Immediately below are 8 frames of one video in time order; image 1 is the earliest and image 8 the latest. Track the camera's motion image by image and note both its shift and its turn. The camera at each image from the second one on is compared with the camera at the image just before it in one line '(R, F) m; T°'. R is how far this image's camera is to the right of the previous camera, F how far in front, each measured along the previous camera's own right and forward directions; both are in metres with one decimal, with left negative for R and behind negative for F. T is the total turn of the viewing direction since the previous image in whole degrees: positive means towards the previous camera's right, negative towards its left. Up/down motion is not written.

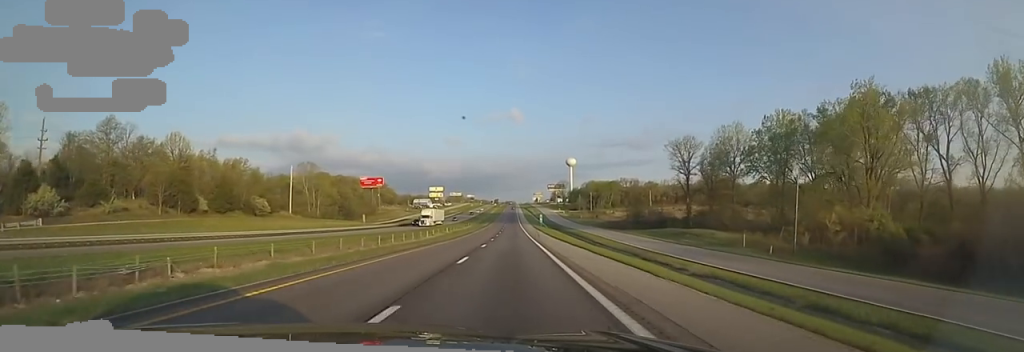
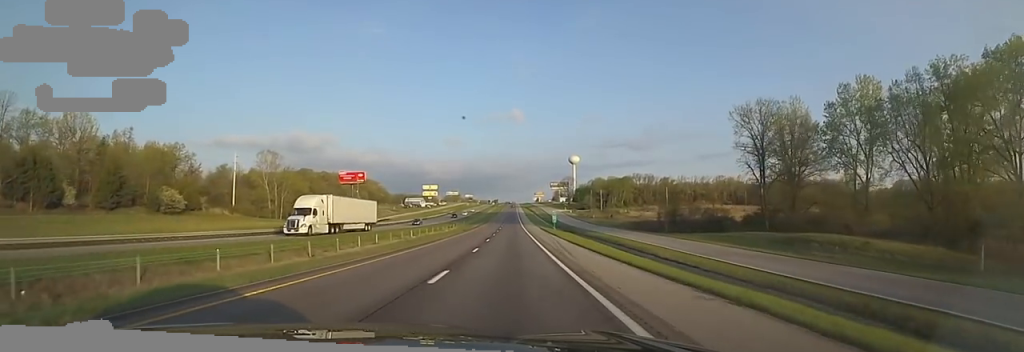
(0.0, +30.9) m; -1°
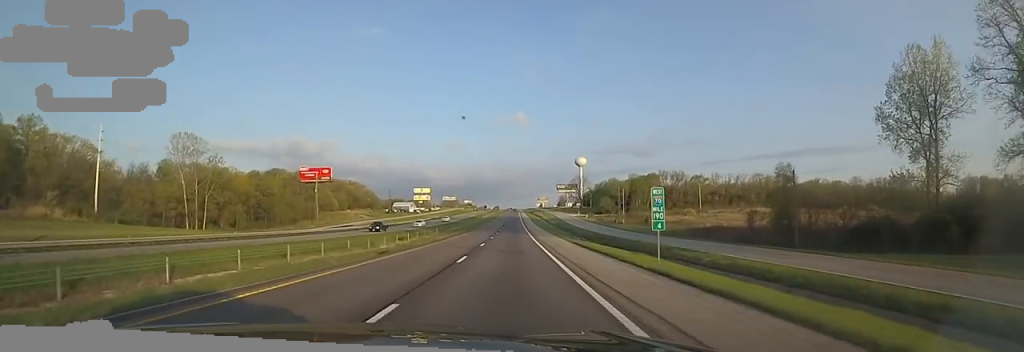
(-0.8, +43.5) m; 0°
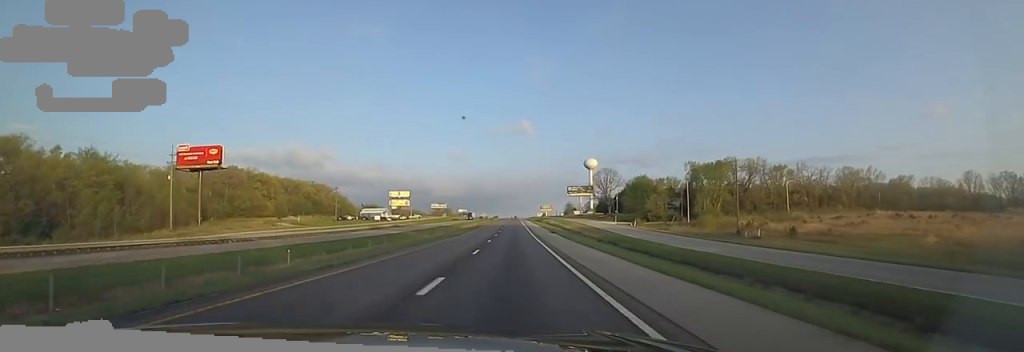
(+1.2, +68.2) m; +1°
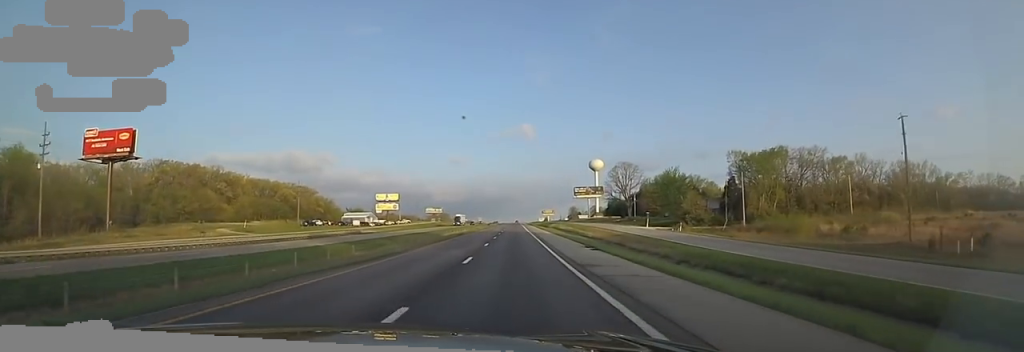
(-0.2, +29.0) m; +2°
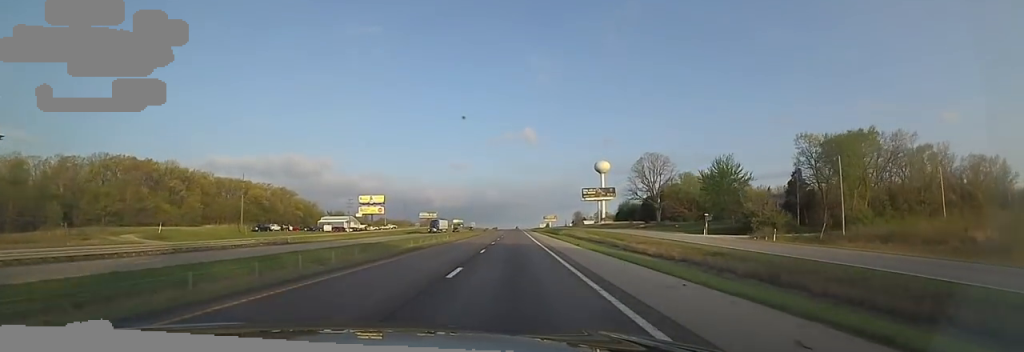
(+0.9, +29.4) m; +1°
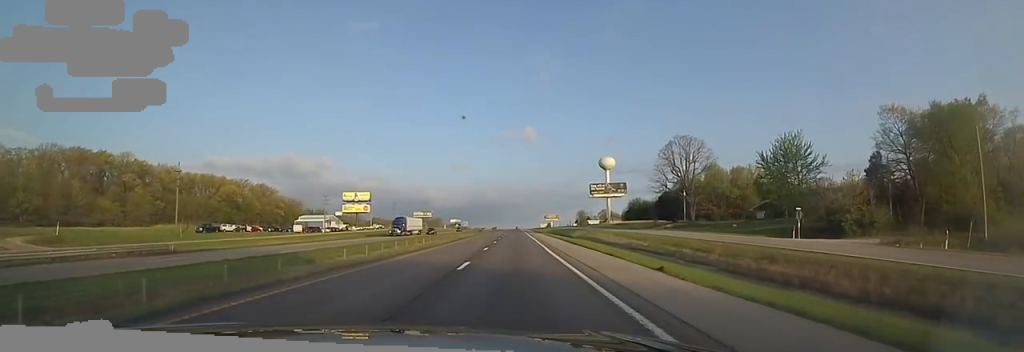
(0.0, +22.5) m; -1°
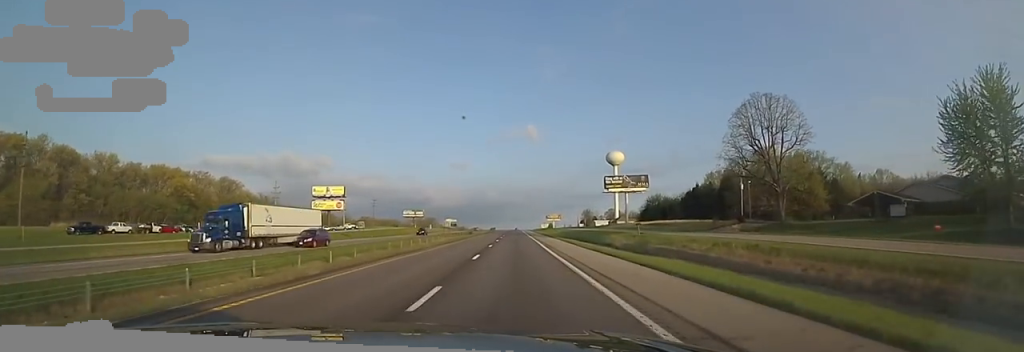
(-0.8, +32.2) m; -2°
